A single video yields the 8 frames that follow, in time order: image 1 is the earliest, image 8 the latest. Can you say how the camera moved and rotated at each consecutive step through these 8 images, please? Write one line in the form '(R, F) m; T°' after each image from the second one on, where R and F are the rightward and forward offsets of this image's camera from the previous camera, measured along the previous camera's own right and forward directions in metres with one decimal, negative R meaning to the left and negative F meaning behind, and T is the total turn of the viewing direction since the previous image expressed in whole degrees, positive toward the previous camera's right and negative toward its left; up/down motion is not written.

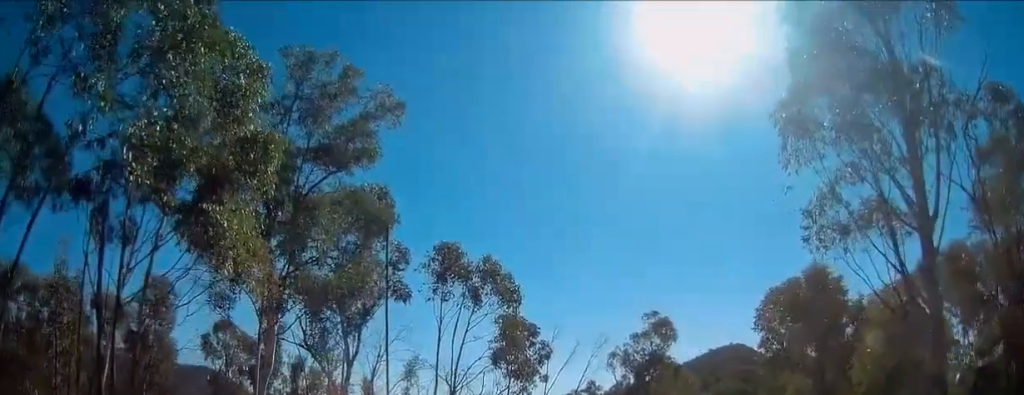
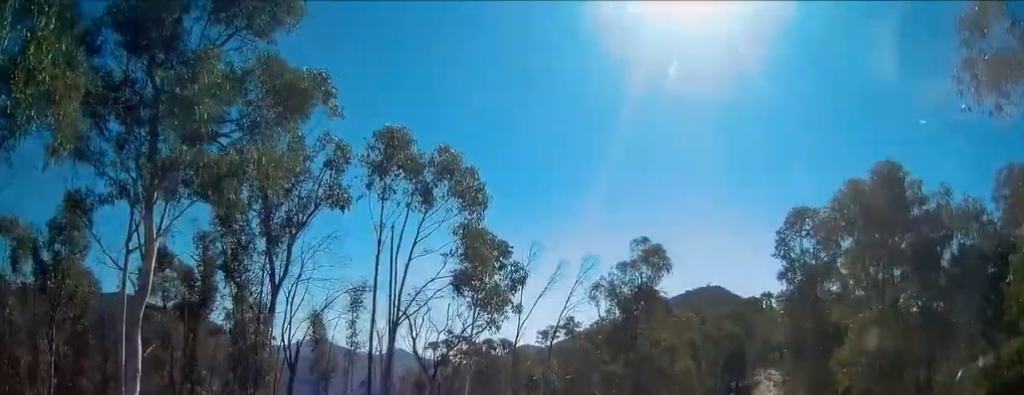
(+0.1, +4.8) m; +8°
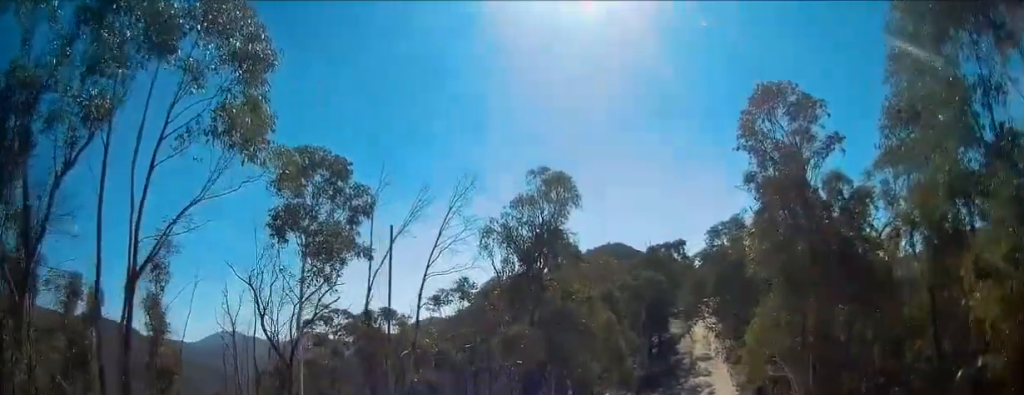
(+0.9, +6.9) m; +8°
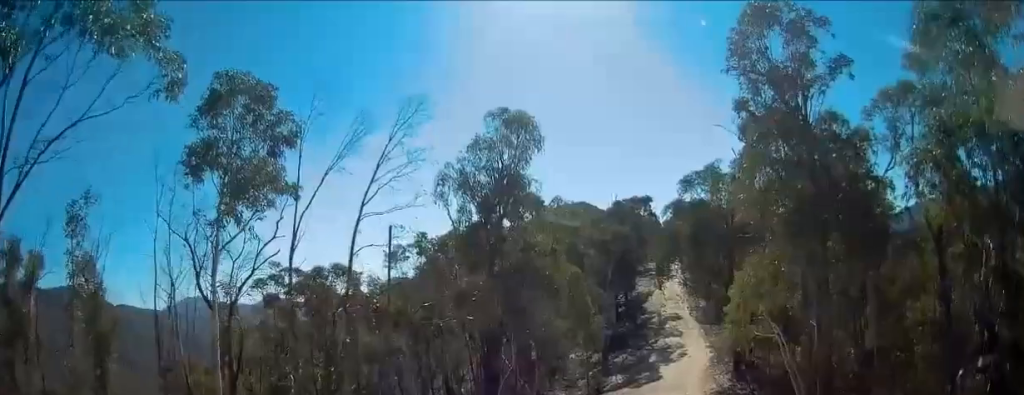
(0.0, +2.1) m; +1°
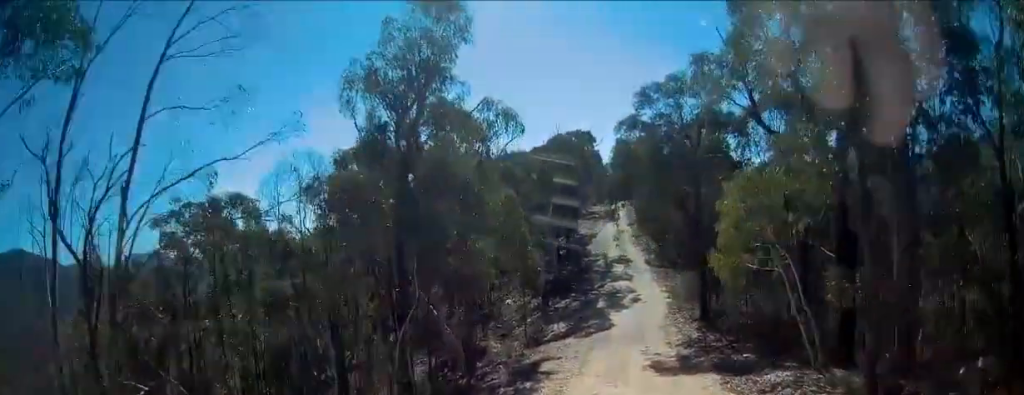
(0.0, +4.7) m; +7°
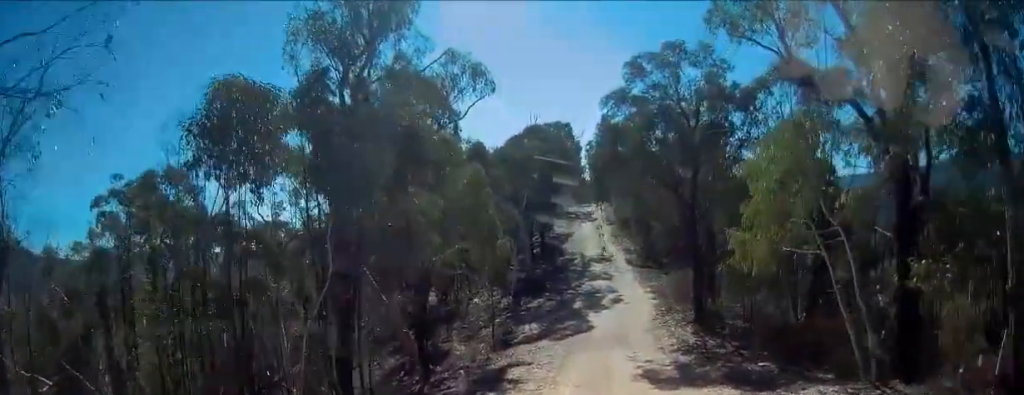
(+0.4, +3.4) m; +4°
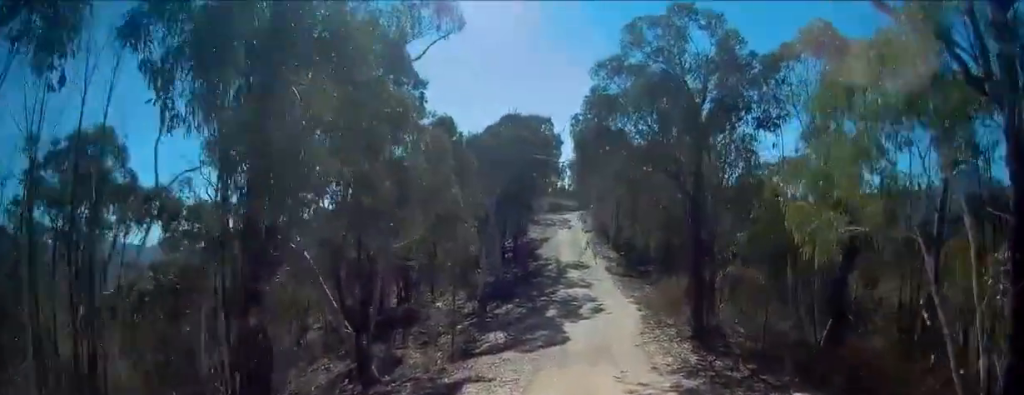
(+0.1, +3.4) m; +1°
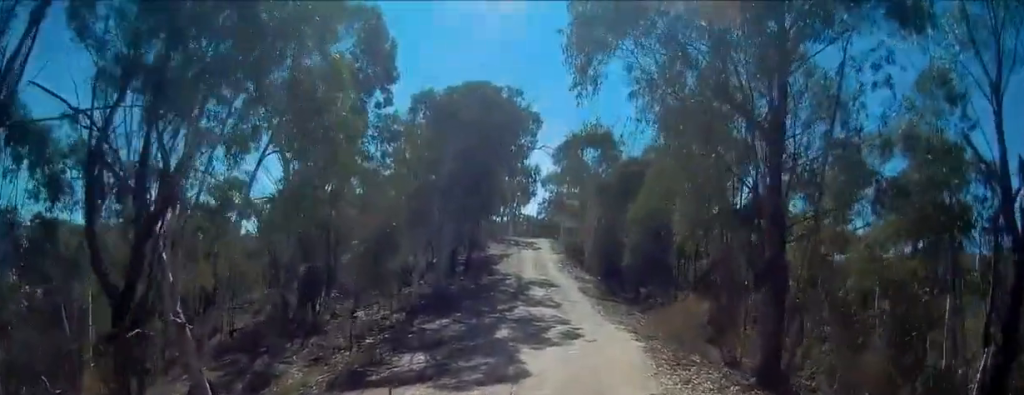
(-0.1, +8.3) m; -1°
